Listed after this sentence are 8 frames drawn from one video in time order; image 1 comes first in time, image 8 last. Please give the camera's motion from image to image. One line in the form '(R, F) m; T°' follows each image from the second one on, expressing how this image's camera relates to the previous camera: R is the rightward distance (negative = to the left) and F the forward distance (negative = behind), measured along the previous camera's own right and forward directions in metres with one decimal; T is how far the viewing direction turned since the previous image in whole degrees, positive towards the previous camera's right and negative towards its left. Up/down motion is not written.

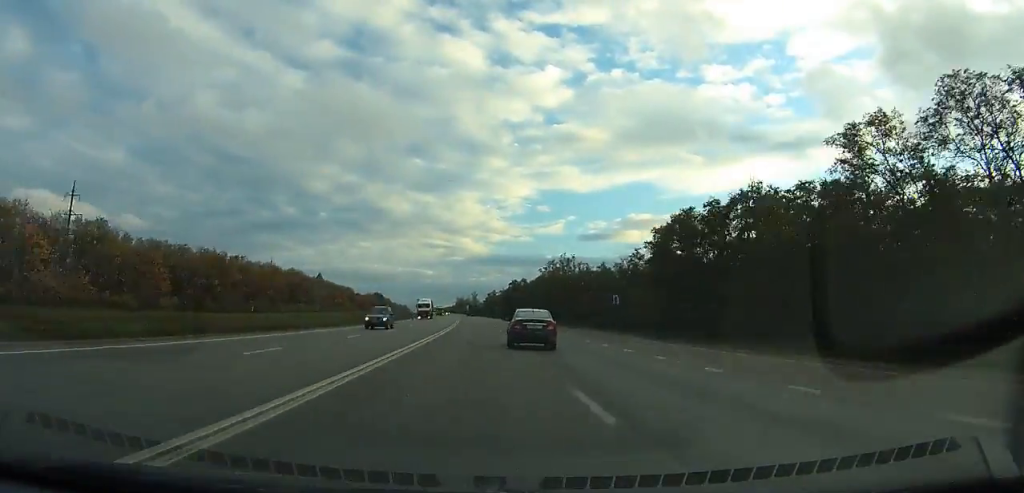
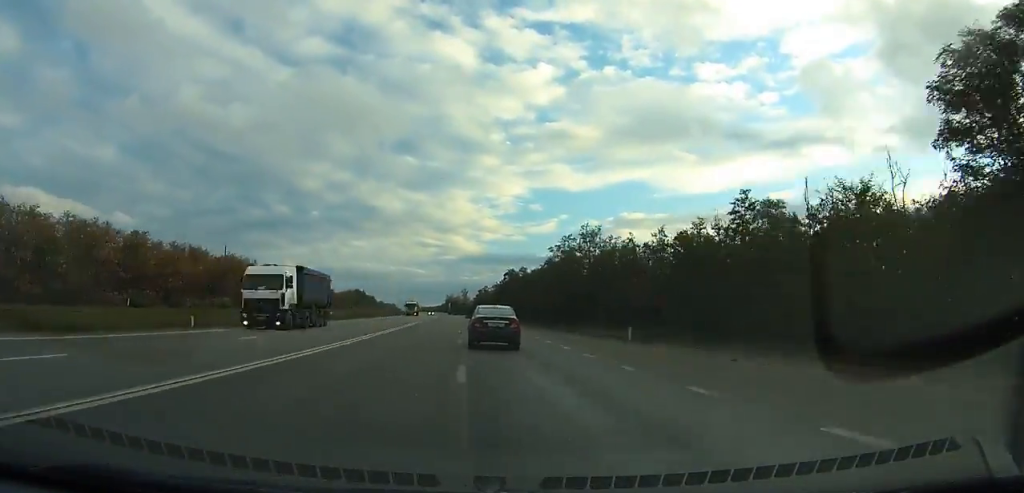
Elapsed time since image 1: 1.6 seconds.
(0.0, +42.4) m; 0°
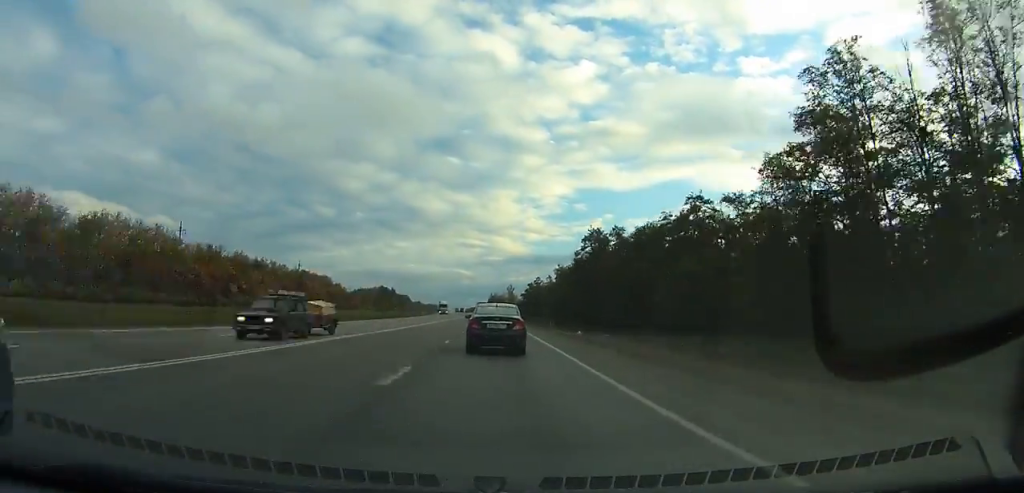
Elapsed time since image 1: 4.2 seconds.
(-0.3, +67.1) m; -1°
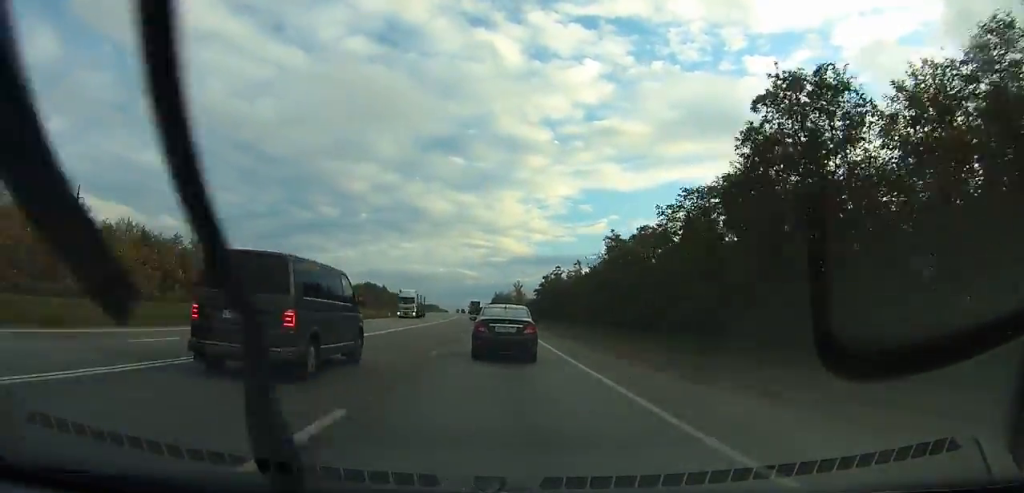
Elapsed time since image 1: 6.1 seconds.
(-0.8, +47.2) m; -1°
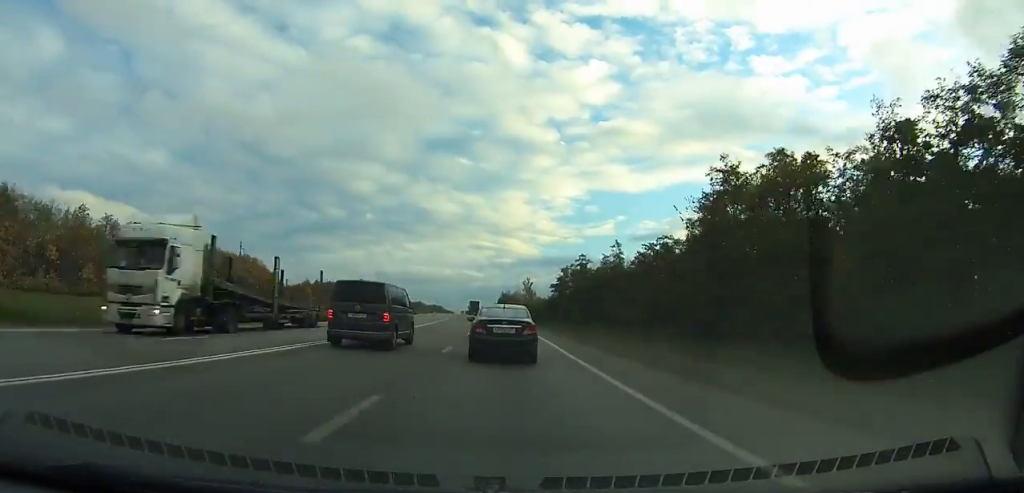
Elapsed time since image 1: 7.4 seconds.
(-0.2, +32.7) m; -1°
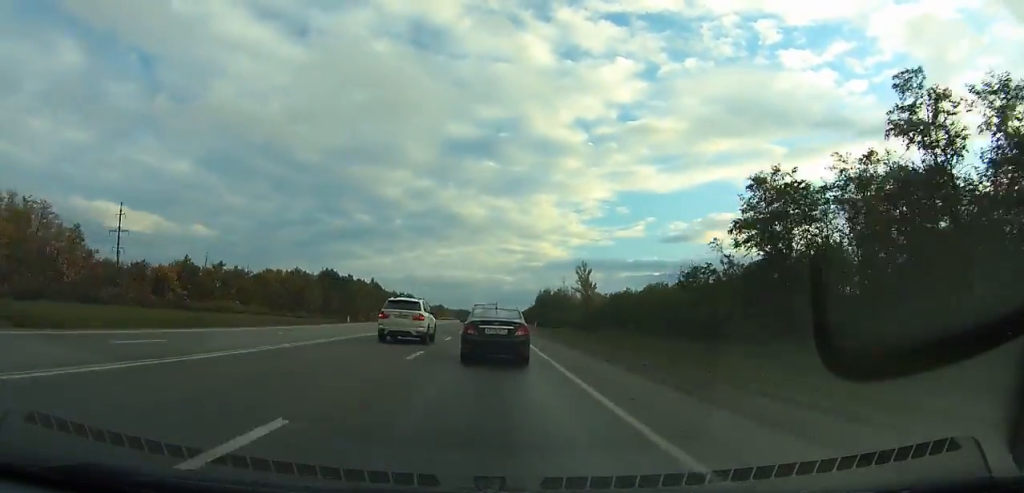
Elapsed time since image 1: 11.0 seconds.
(-1.9, +93.5) m; -2°
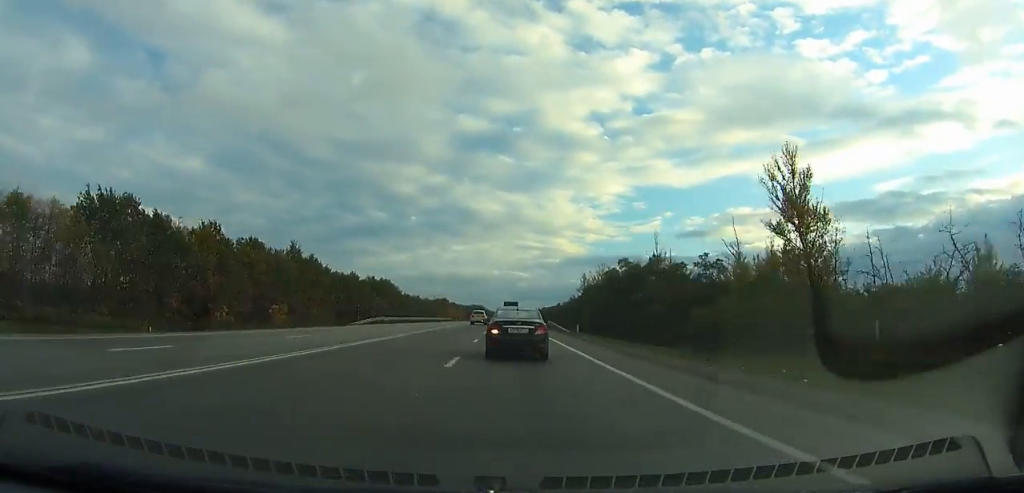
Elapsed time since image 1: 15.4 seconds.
(-3.2, +122.8) m; -3°
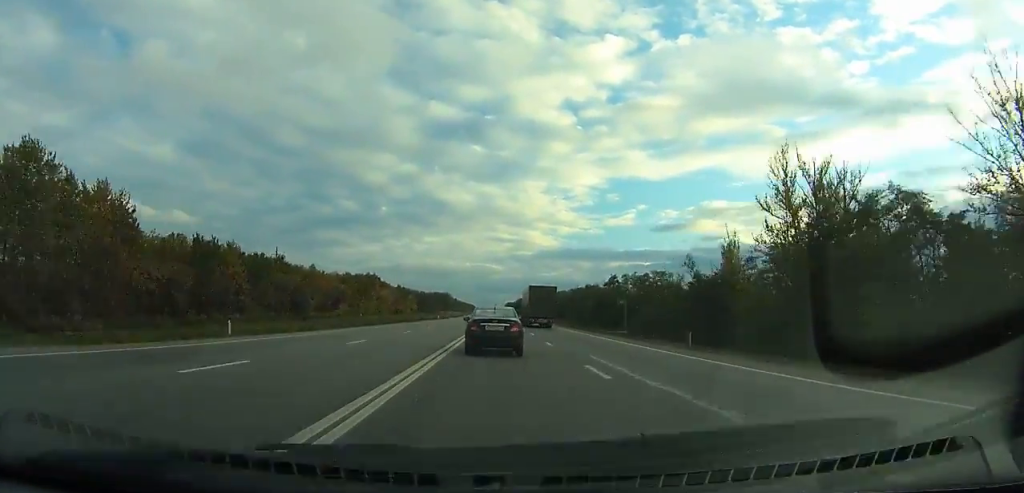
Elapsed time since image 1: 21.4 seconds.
(-0.4, +190.9) m; +1°
